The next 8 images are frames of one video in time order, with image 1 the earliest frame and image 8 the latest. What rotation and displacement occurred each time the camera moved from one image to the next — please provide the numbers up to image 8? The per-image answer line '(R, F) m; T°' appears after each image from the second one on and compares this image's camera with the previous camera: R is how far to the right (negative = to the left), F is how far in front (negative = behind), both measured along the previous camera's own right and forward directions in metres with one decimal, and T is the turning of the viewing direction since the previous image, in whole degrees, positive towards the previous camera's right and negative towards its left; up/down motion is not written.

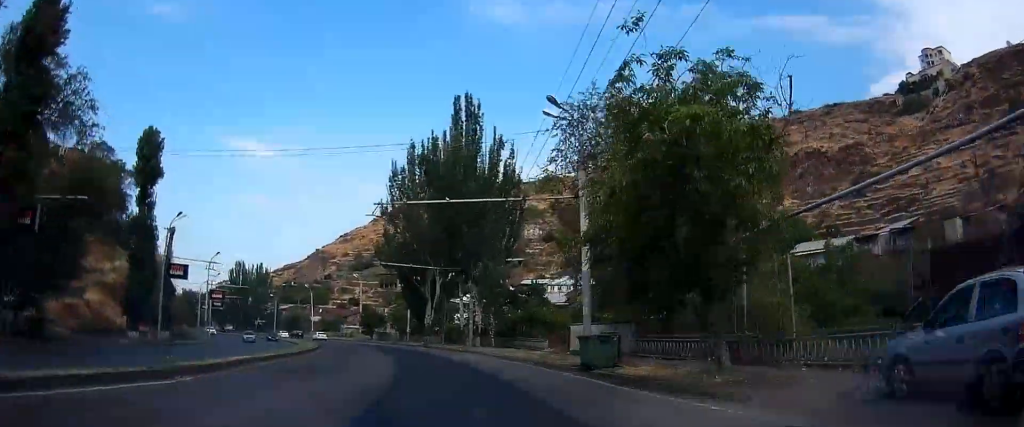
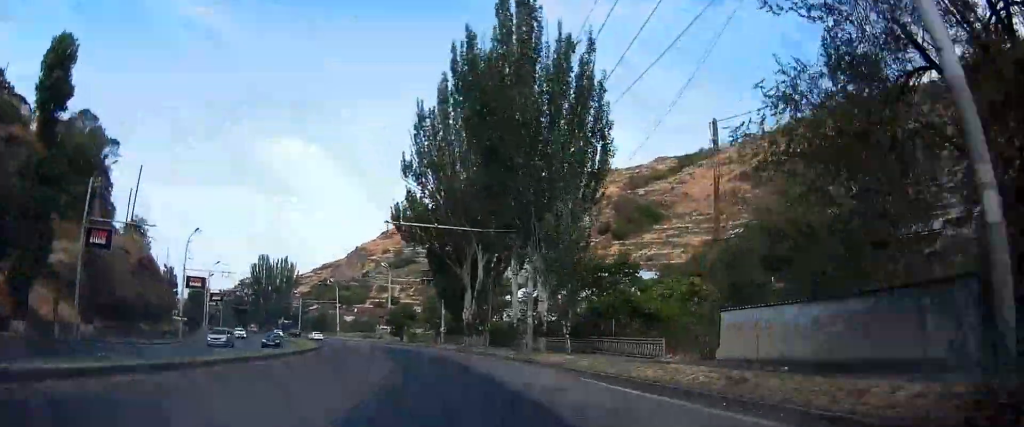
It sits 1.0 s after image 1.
(-0.1, +17.1) m; -1°
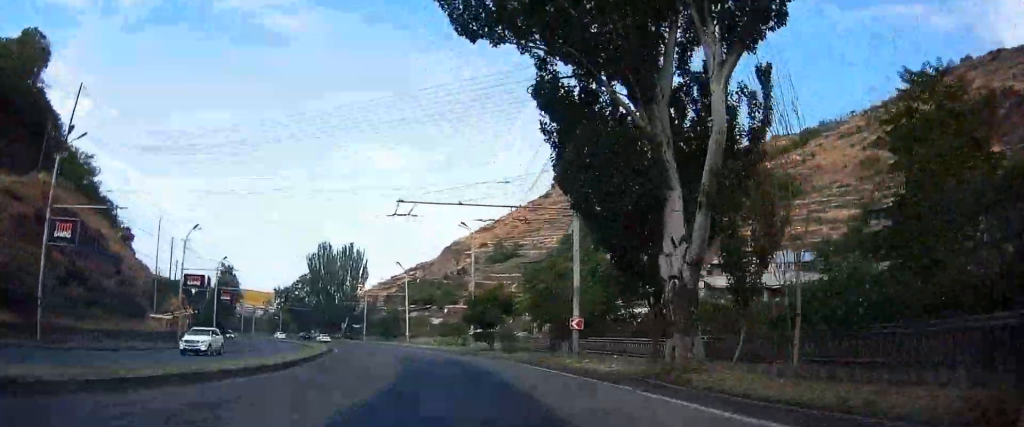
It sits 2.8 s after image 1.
(-2.8, +34.2) m; -9°
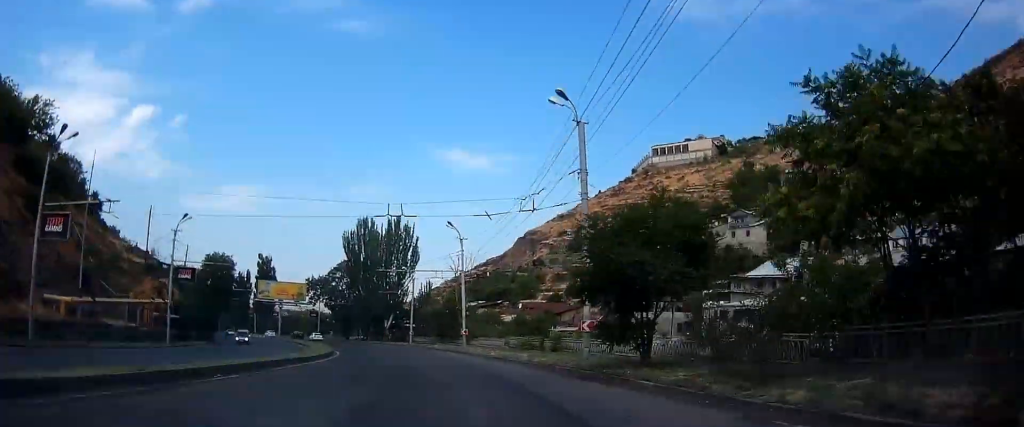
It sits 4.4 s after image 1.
(-1.4, +27.3) m; -6°
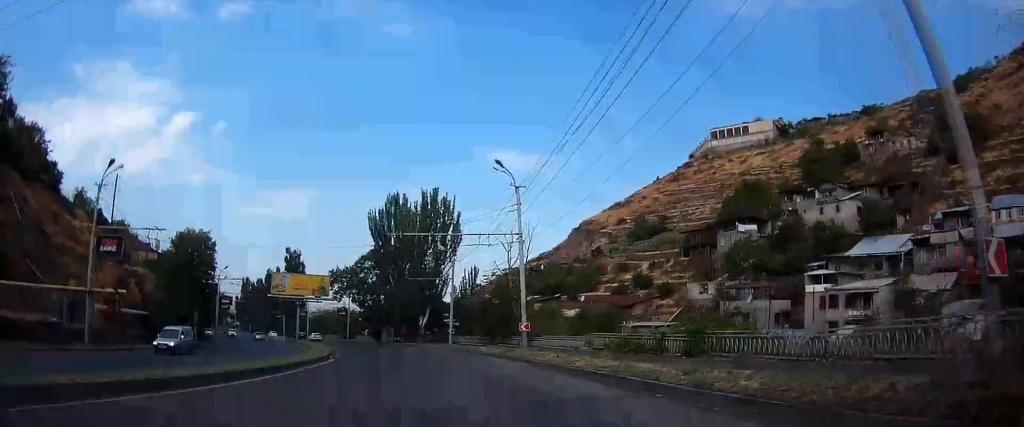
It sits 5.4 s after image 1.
(-0.6, +17.3) m; -5°
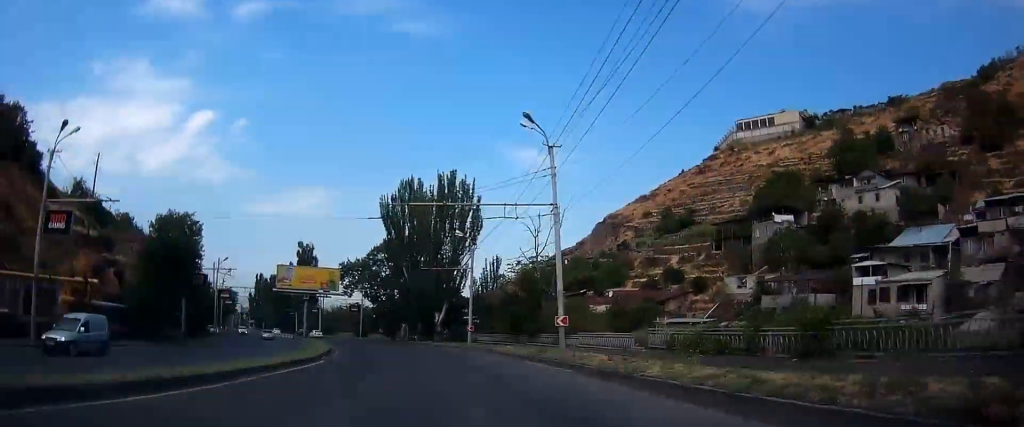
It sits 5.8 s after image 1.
(+0.3, +6.8) m; -2°
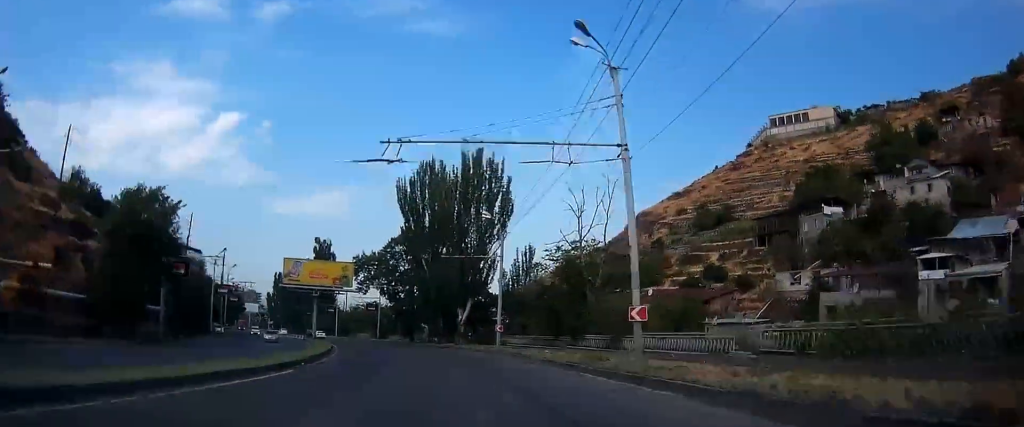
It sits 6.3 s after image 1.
(-0.4, +8.4) m; -3°
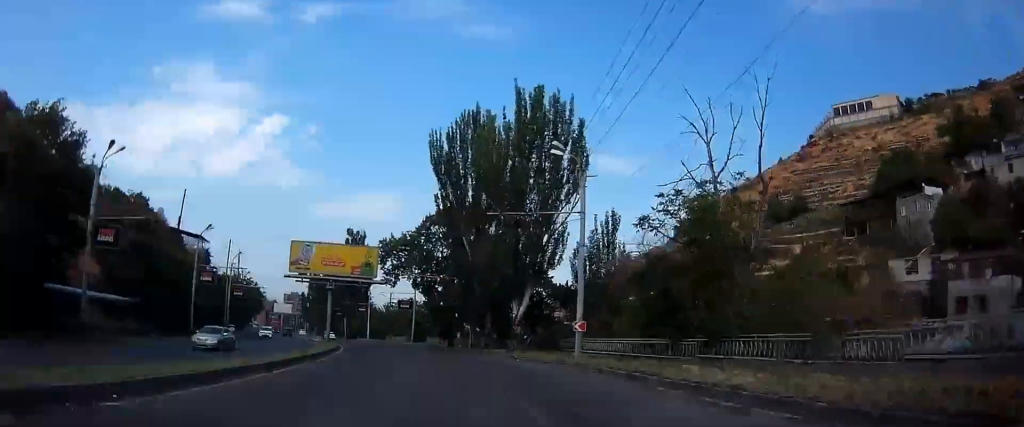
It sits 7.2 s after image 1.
(-1.2, +15.8) m; -6°
